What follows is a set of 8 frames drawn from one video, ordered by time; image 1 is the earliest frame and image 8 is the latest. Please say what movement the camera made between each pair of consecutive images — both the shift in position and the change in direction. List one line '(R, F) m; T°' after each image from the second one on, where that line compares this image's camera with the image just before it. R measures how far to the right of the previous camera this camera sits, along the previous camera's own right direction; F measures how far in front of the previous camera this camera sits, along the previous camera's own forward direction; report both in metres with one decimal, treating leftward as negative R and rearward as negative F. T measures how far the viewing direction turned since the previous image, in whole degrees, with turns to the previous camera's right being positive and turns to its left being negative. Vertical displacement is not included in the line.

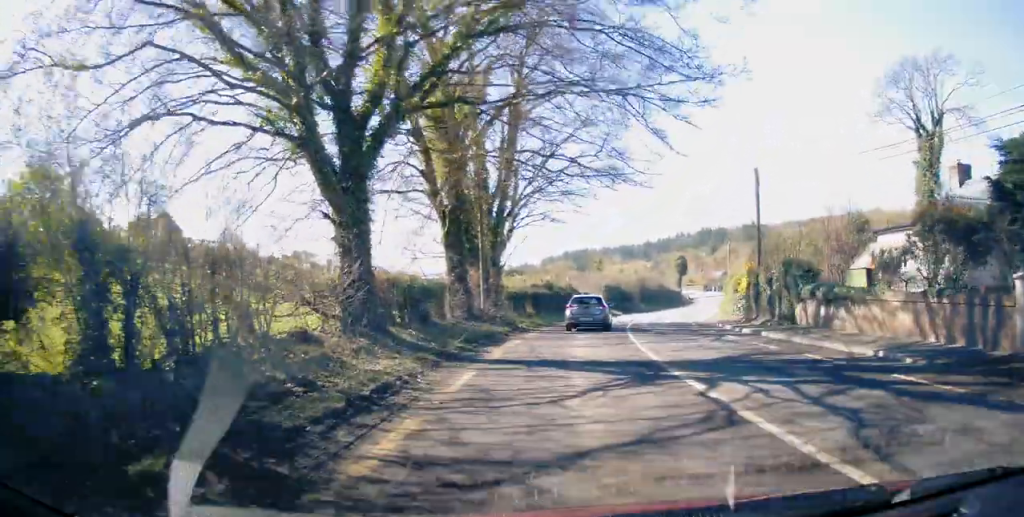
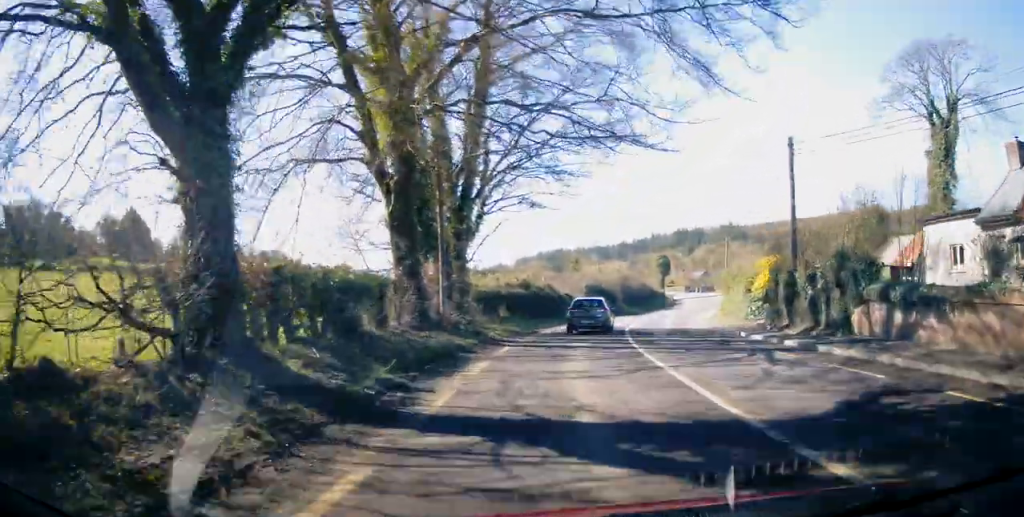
(+0.1, +6.2) m; -1°
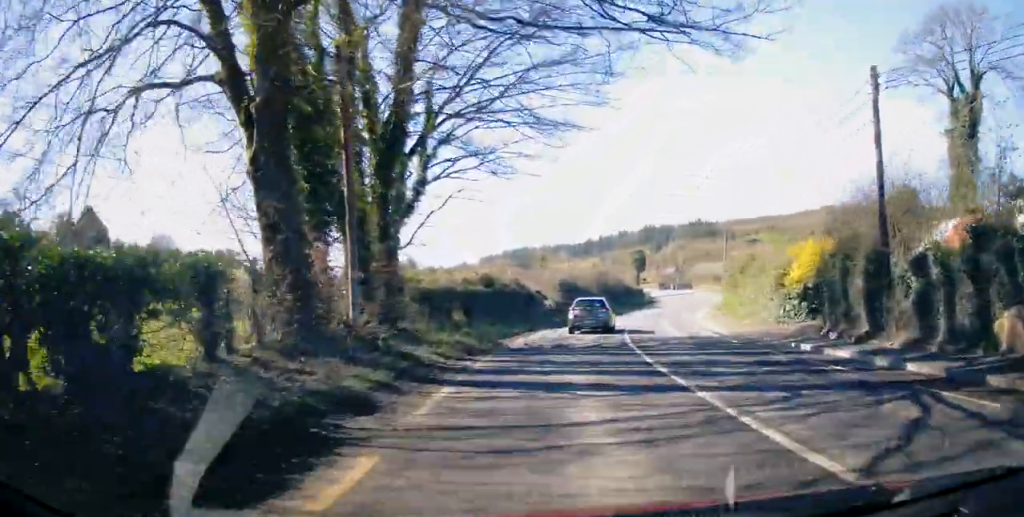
(-0.2, +8.2) m; +11°
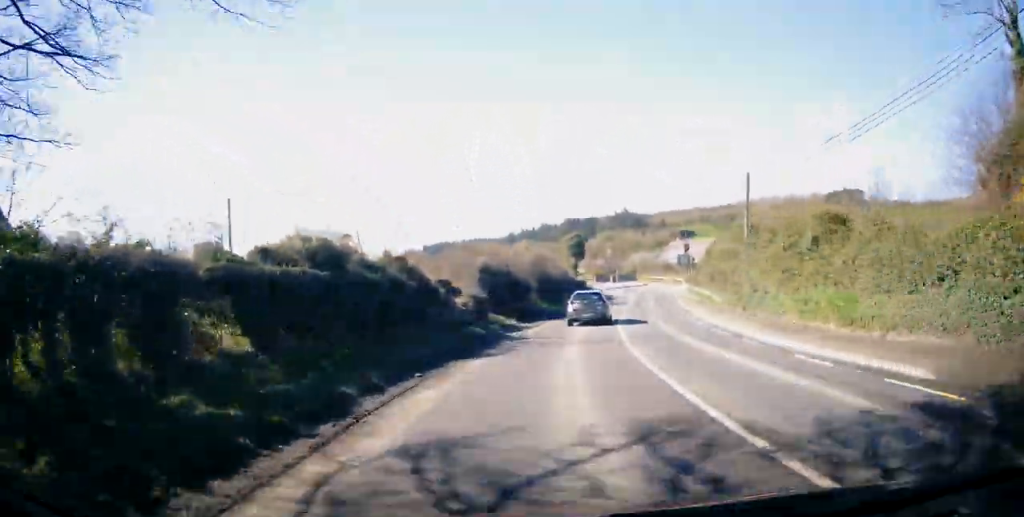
(+3.7, +11.4) m; +23°
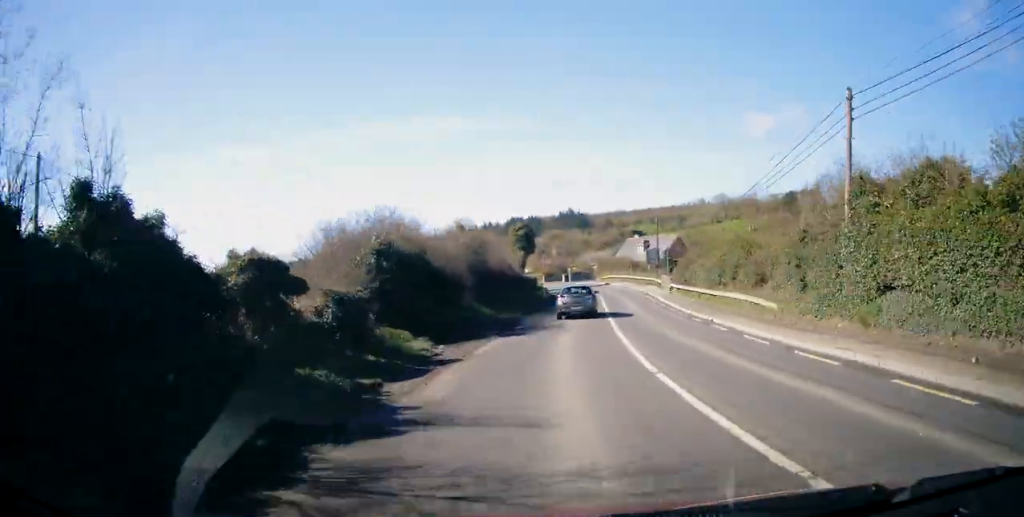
(-1.4, +12.1) m; -5°
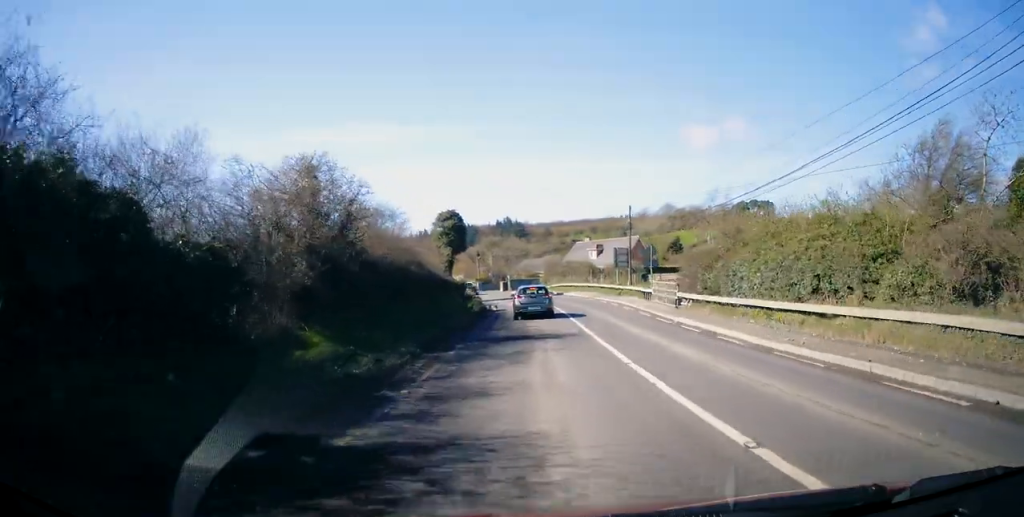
(+0.6, +16.3) m; +4°
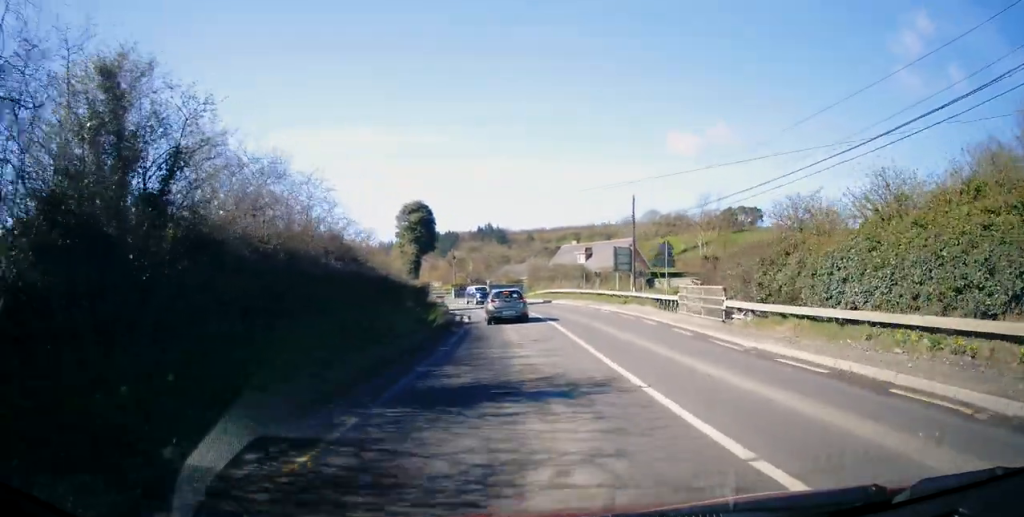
(+0.1, +8.7) m; +1°
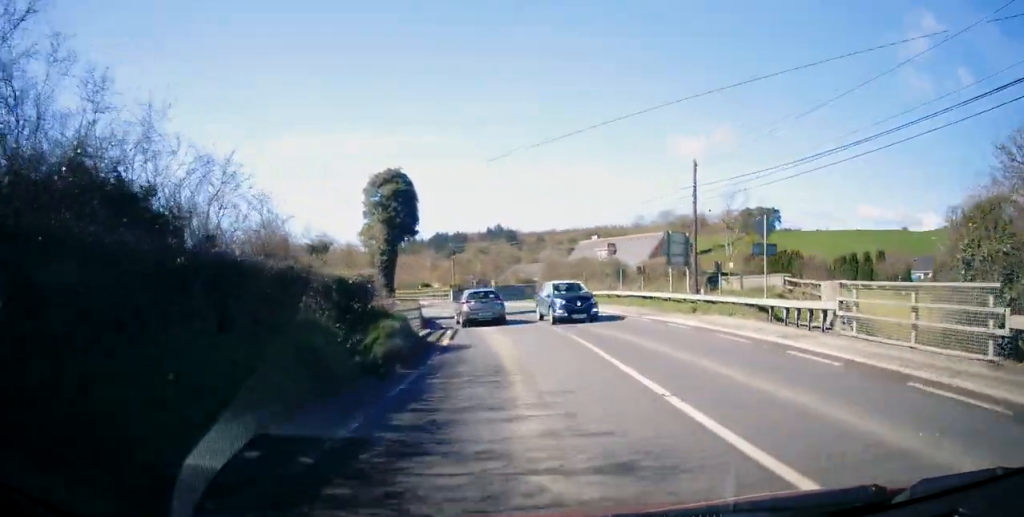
(+0.2, +12.2) m; -1°
